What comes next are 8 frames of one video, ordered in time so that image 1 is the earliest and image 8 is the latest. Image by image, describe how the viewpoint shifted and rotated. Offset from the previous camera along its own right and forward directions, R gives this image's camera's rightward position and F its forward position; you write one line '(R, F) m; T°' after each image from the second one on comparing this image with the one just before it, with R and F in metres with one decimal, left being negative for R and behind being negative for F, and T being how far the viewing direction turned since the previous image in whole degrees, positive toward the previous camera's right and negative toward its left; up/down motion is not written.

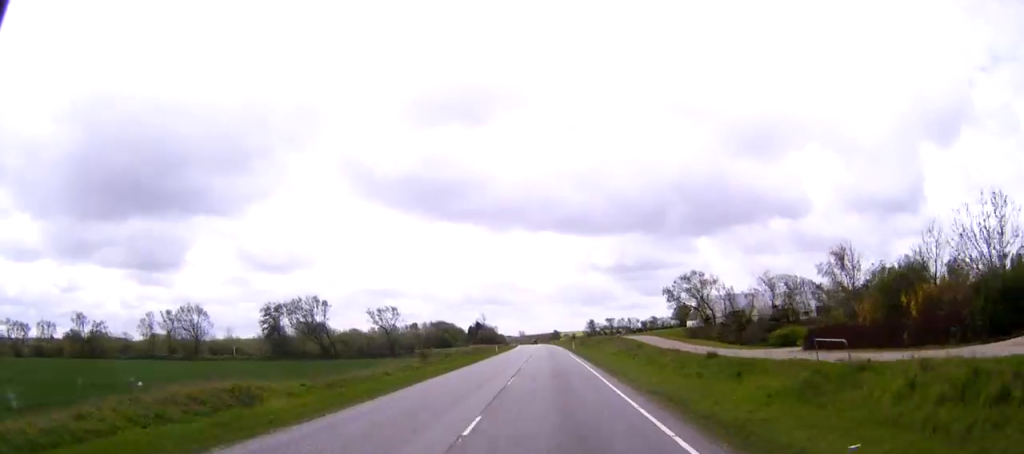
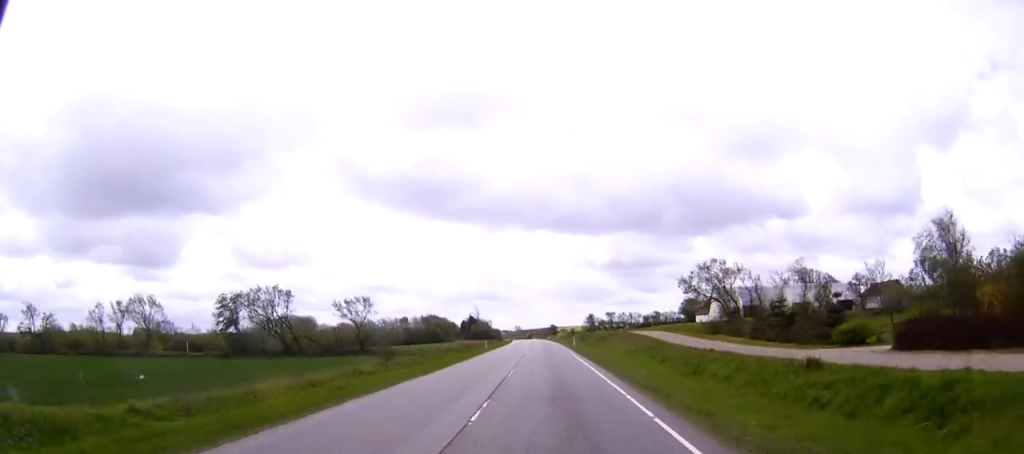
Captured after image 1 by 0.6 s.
(0.0, +13.0) m; 0°
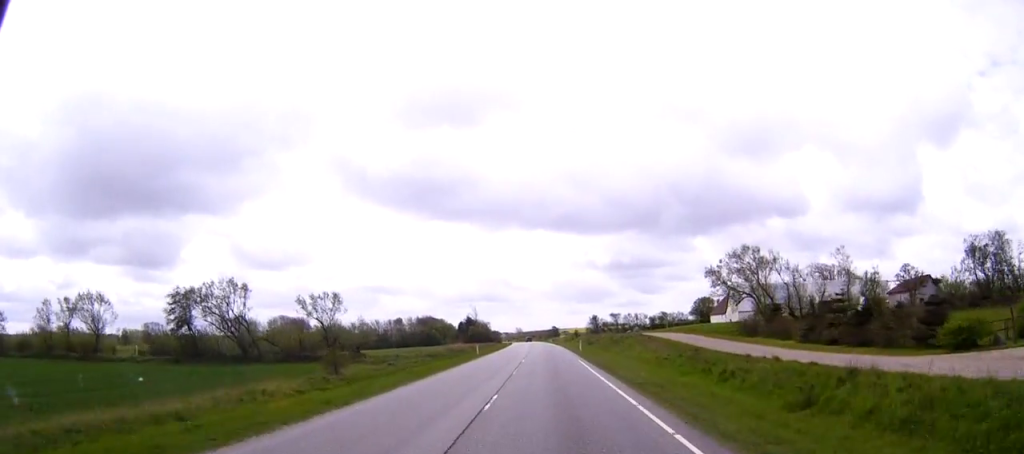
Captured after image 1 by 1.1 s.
(0.0, +12.3) m; 0°
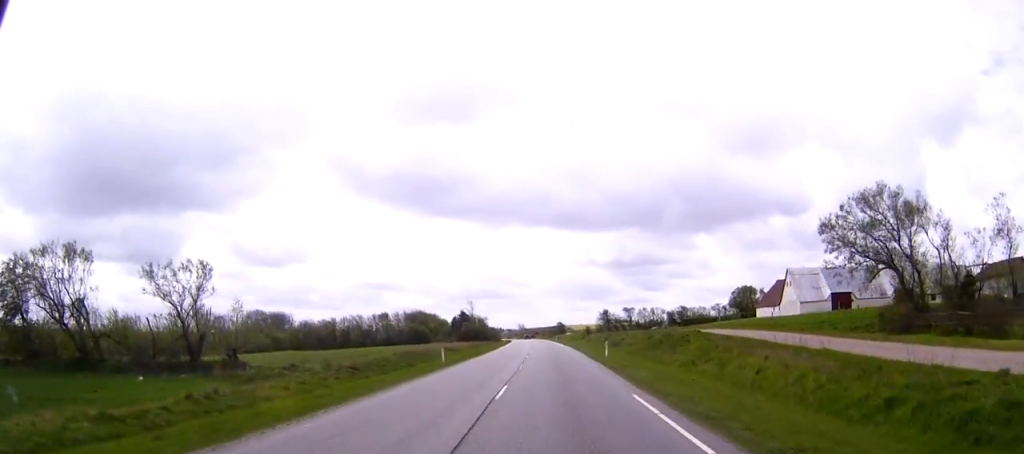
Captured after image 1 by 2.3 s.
(0.0, +27.6) m; 0°
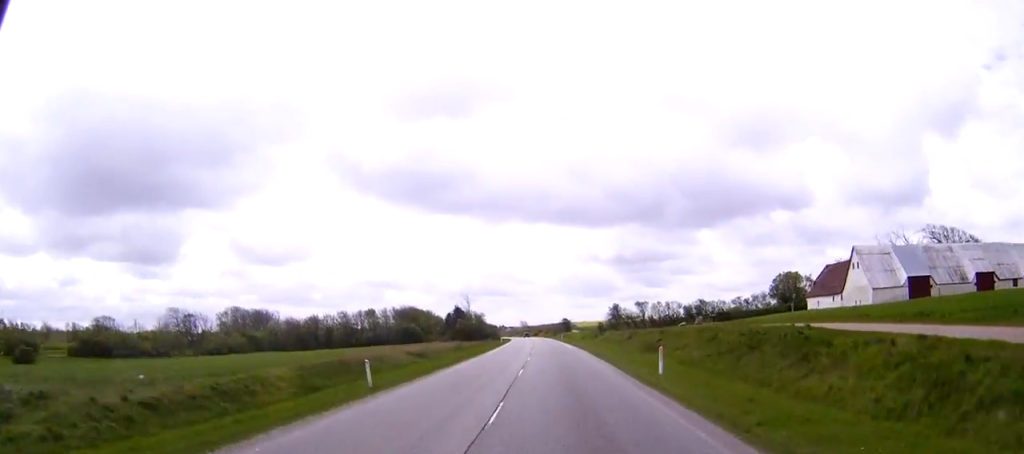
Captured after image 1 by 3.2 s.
(0.0, +20.7) m; 0°
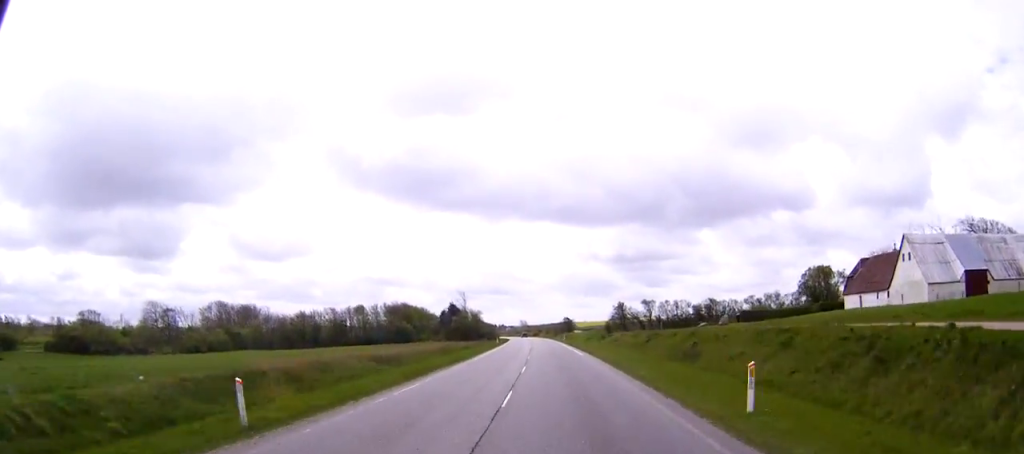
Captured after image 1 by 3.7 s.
(0.0, +11.5) m; 0°
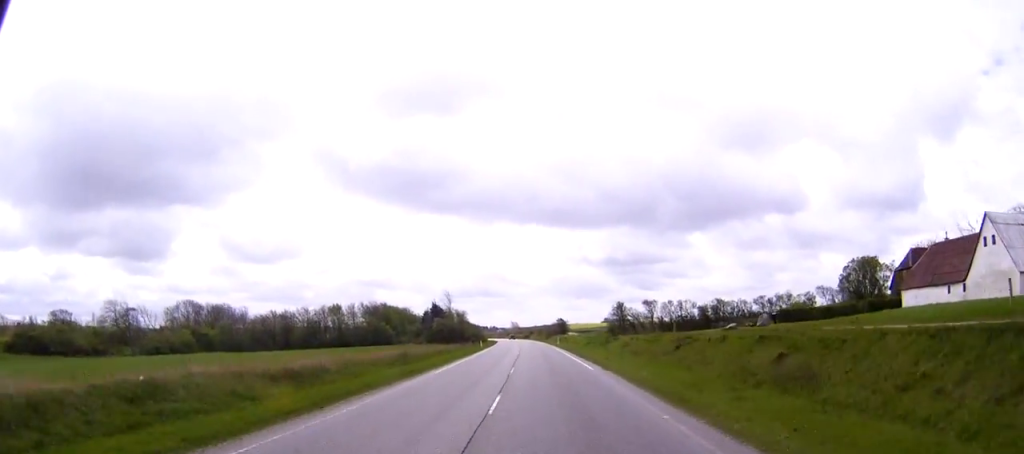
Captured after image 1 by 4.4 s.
(0.0, +15.3) m; 0°
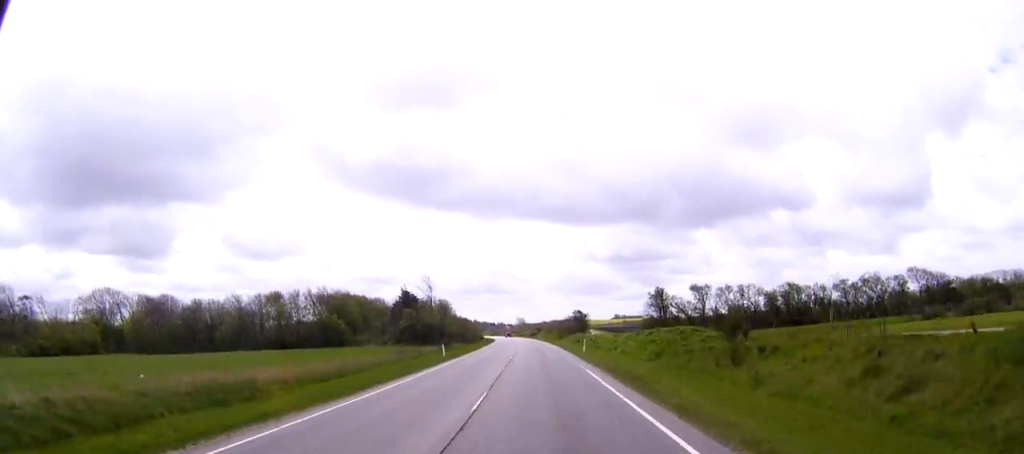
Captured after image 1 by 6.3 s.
(-0.1, +44.5) m; -1°
